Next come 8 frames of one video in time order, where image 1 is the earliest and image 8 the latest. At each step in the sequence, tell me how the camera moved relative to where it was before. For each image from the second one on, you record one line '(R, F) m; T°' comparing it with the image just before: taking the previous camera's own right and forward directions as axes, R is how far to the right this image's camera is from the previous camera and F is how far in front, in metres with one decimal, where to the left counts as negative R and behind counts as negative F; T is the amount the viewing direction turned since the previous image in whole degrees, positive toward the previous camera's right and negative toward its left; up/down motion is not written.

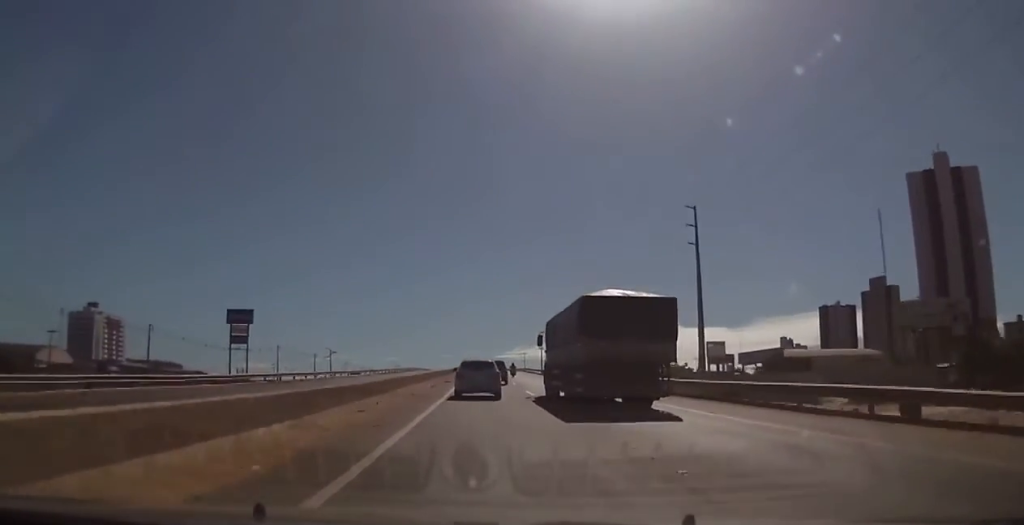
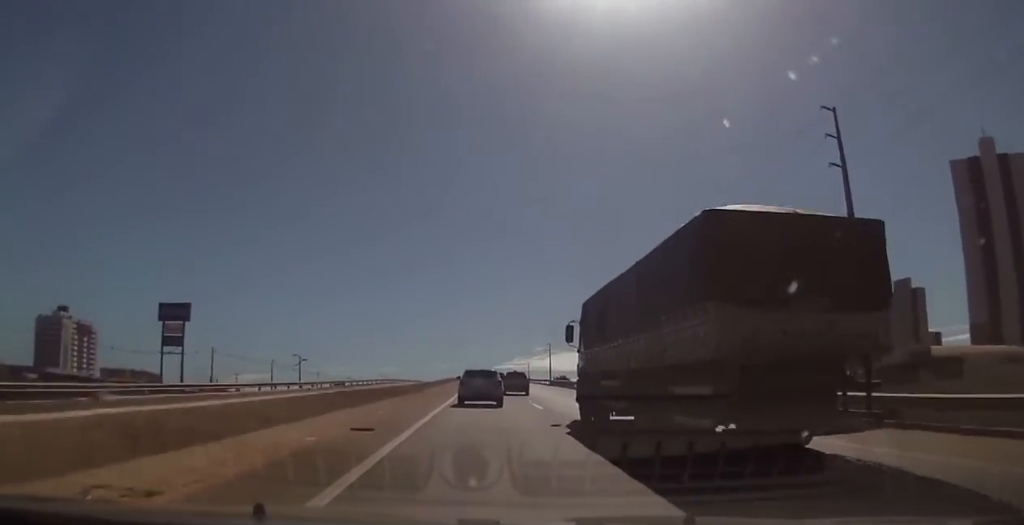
(+0.1, +29.9) m; 0°
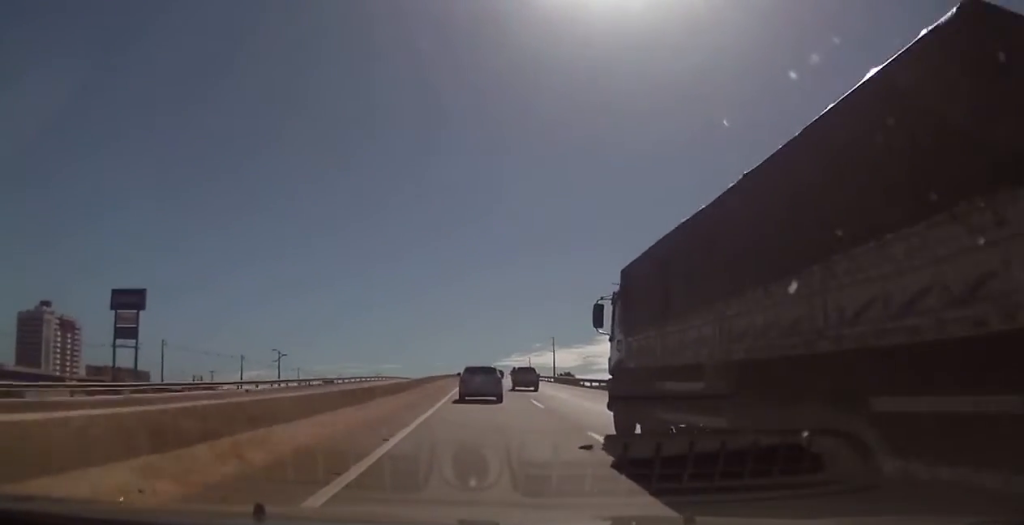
(-0.2, +15.5) m; 0°
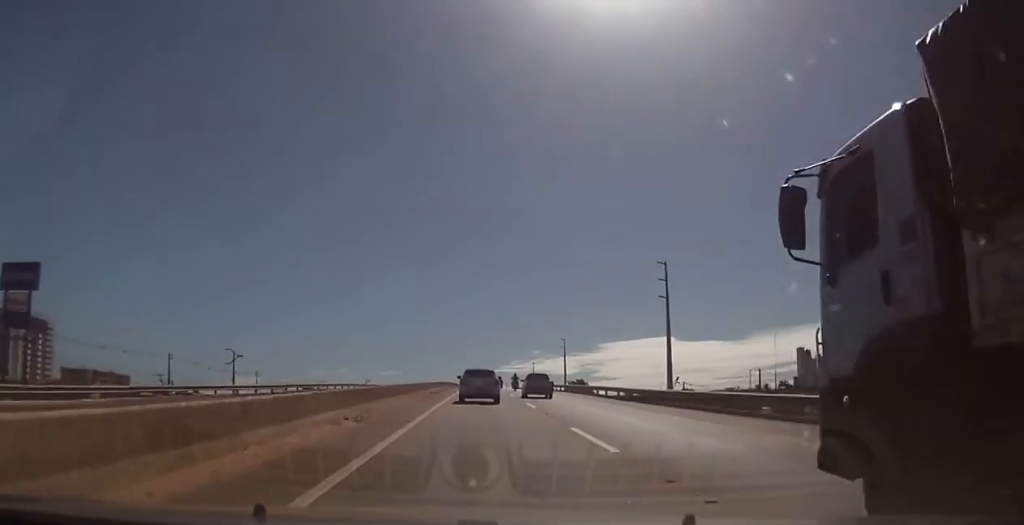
(+0.2, +28.5) m; +1°
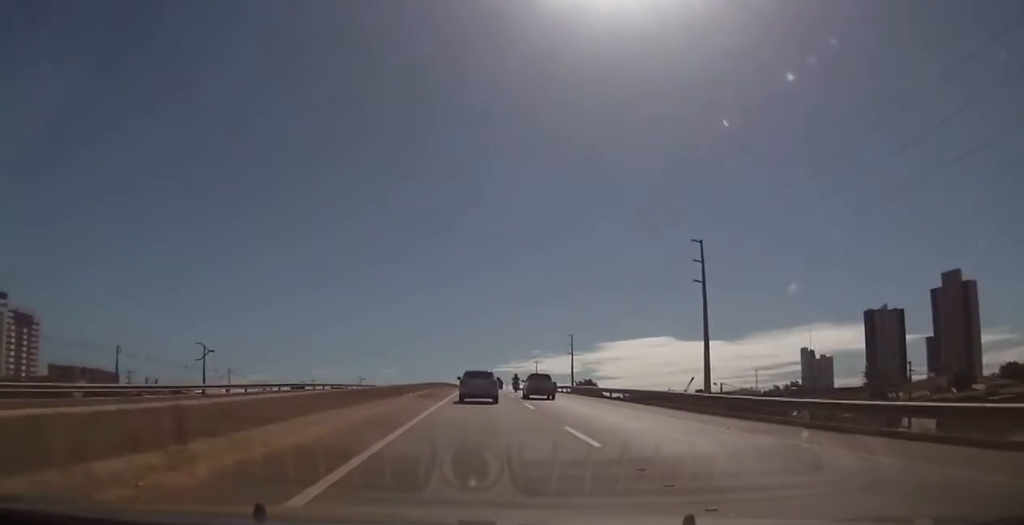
(+0.1, +15.1) m; 0°
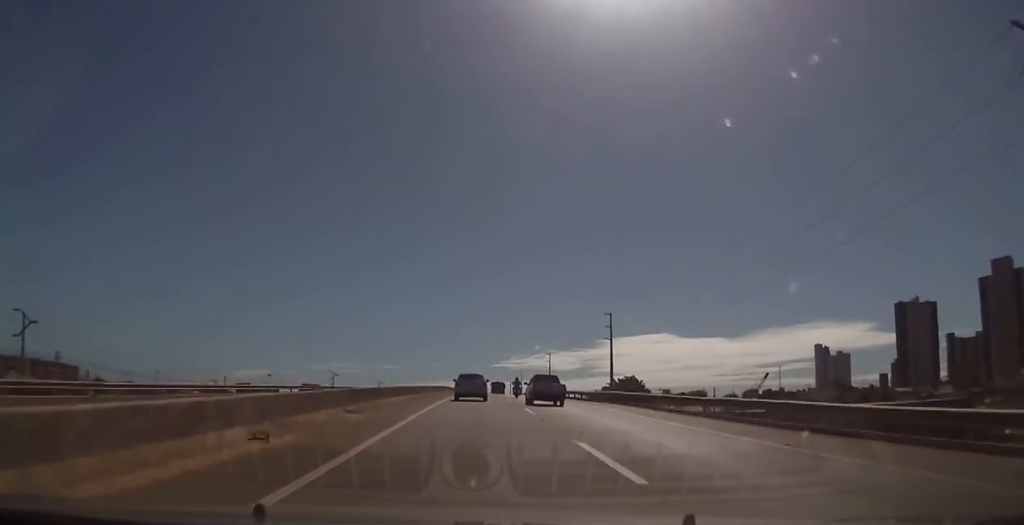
(-0.3, +45.4) m; -1°
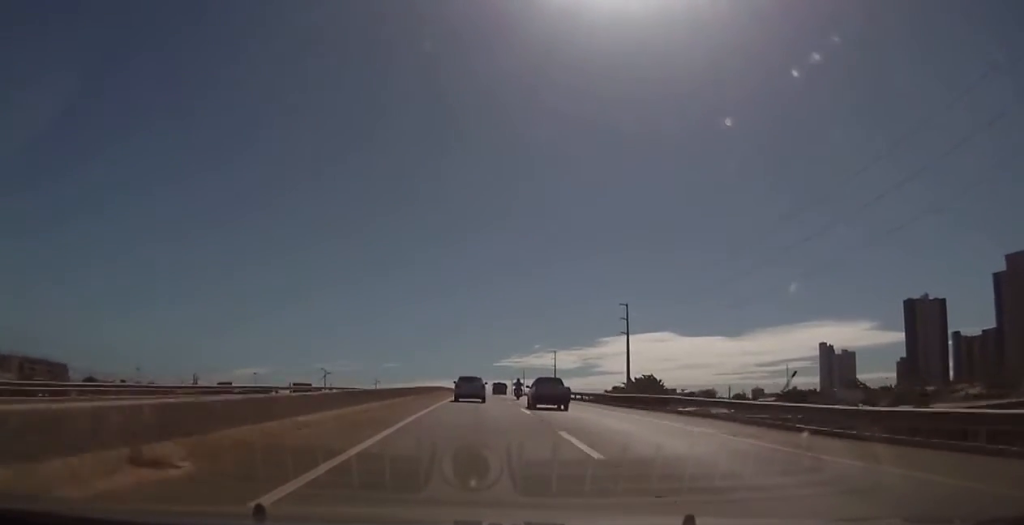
(0.0, +11.7) m; 0°
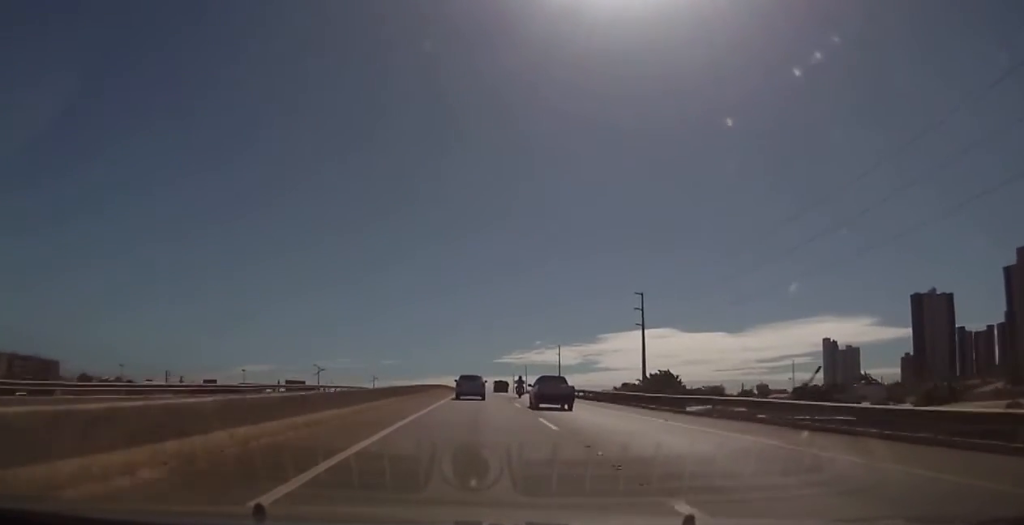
(0.0, +8.9) m; 0°
